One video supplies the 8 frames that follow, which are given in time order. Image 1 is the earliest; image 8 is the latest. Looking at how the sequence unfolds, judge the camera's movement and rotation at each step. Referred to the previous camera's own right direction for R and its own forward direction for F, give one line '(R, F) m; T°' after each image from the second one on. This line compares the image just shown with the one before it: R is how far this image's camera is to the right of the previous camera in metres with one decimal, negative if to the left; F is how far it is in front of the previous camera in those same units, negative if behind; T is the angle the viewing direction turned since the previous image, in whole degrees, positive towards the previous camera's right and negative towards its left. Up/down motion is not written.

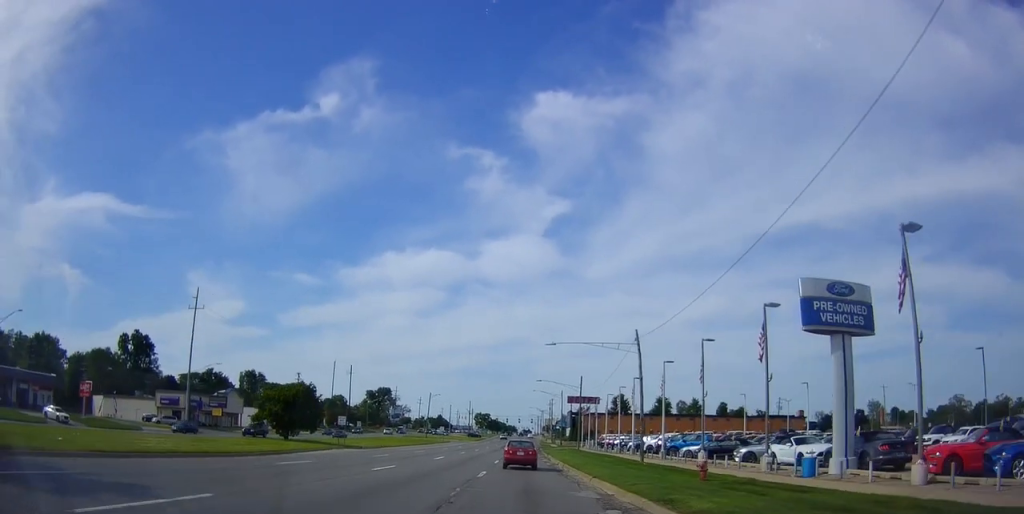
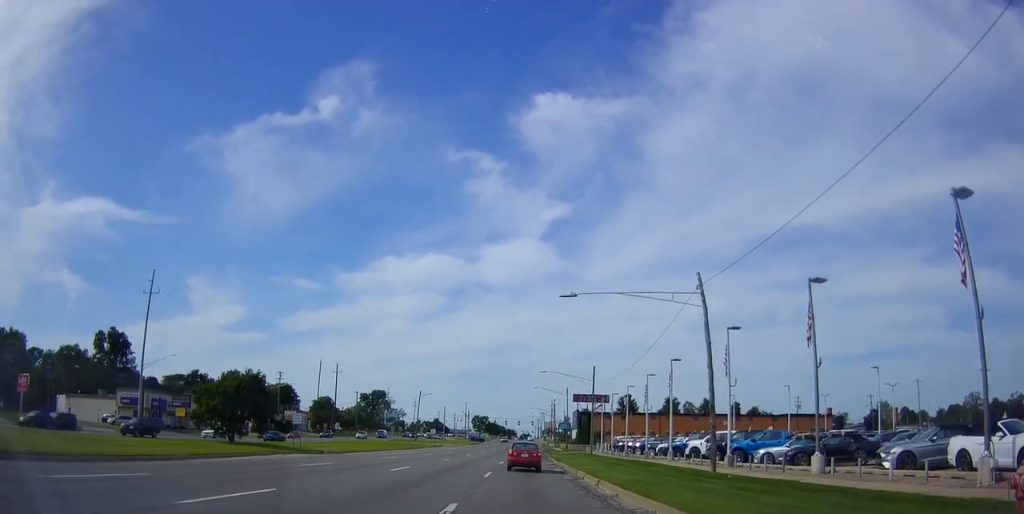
(-0.4, +13.7) m; -1°
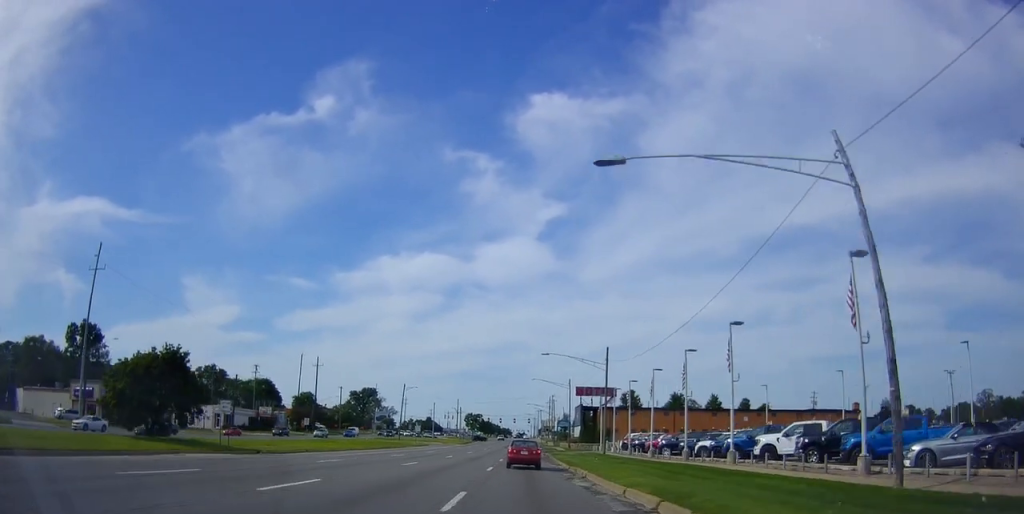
(+0.2, +12.8) m; +2°
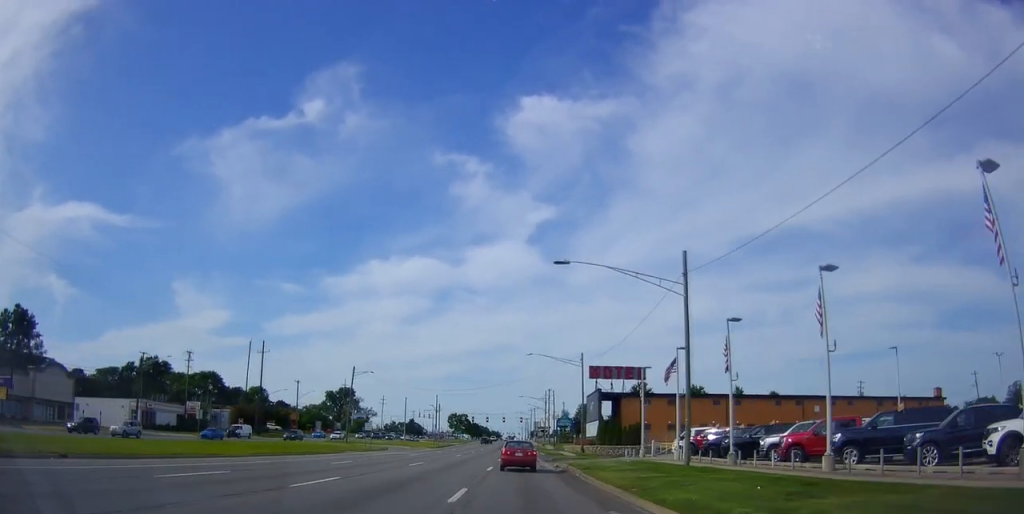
(+0.1, +28.8) m; -1°
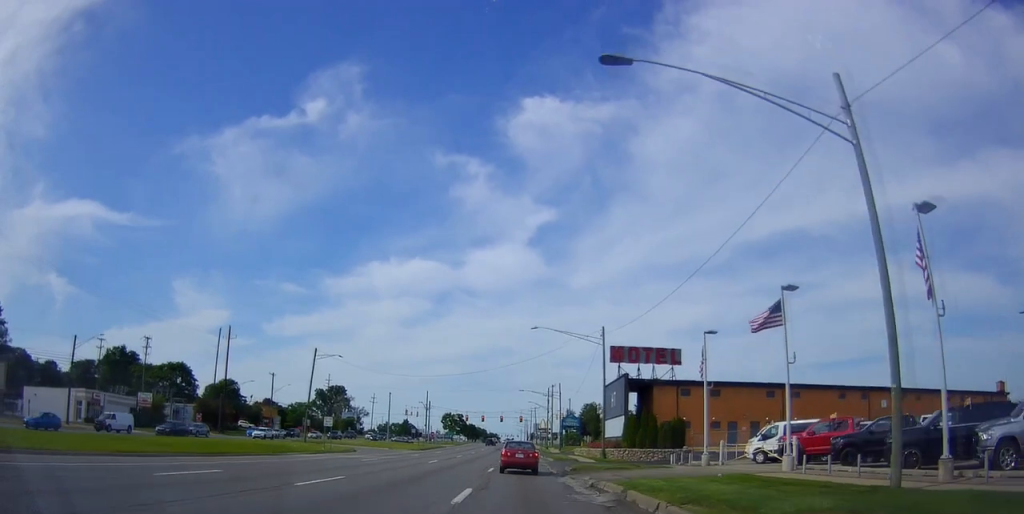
(-0.3, +15.8) m; +1°
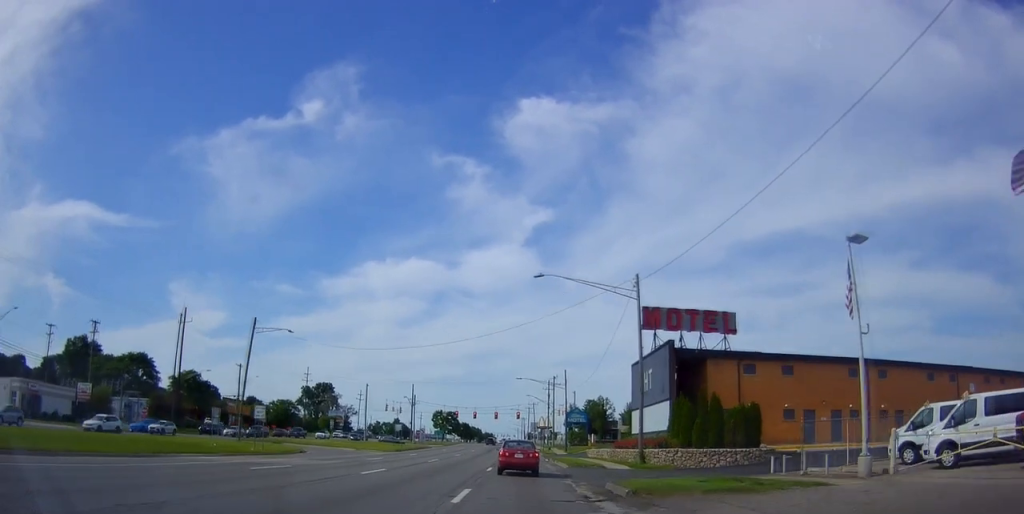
(+0.5, +15.9) m; +1°
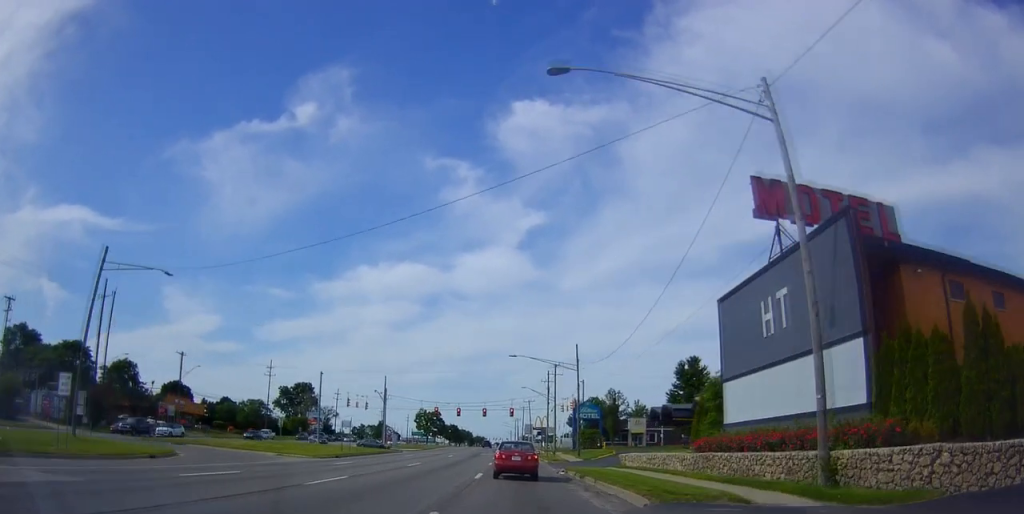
(-0.7, +22.4) m; -3°
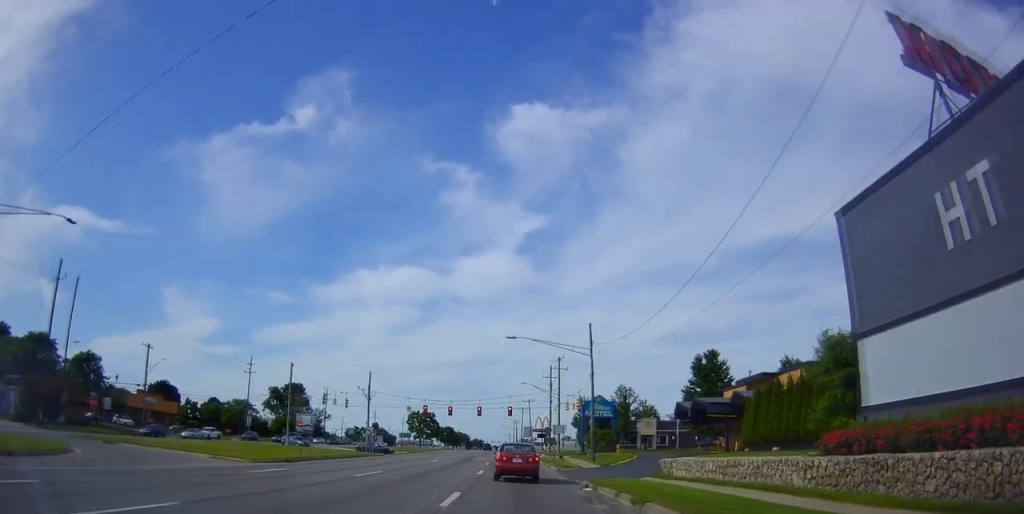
(+0.1, +11.8) m; +2°
